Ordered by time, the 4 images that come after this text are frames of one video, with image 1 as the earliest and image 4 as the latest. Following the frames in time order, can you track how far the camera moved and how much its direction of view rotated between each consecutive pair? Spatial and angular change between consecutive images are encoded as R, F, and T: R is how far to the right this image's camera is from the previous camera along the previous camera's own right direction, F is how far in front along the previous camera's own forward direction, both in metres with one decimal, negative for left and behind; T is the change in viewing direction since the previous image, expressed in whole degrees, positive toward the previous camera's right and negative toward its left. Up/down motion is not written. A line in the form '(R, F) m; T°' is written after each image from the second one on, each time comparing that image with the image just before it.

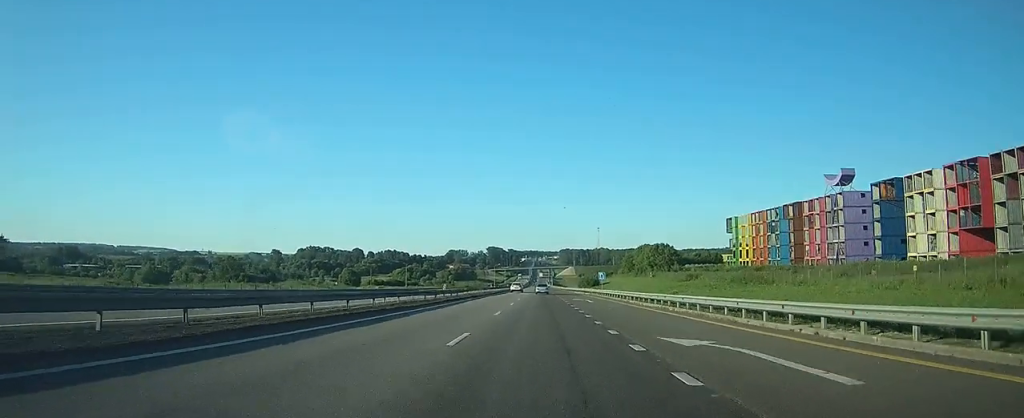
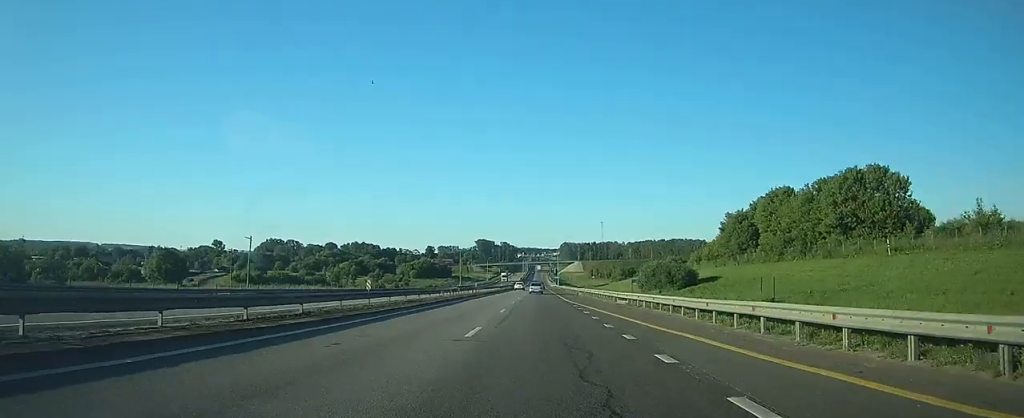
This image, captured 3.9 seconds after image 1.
(-0.2, +118.0) m; 0°
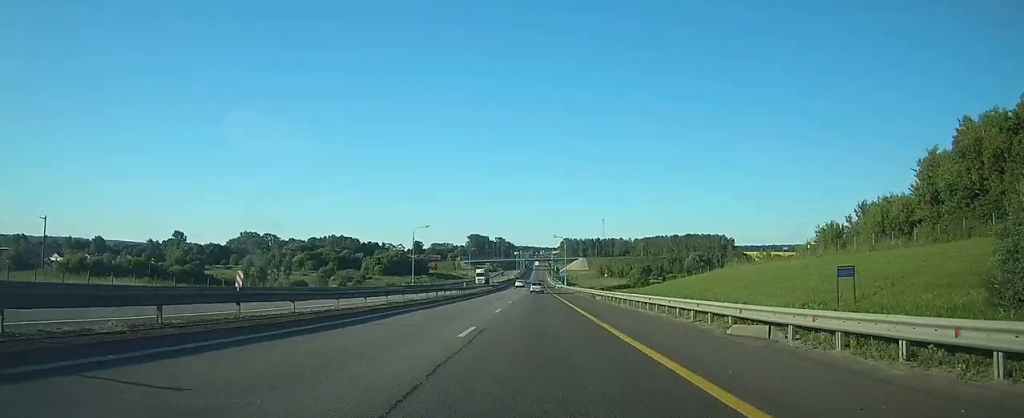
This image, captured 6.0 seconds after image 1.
(0.0, +60.3) m; 0°
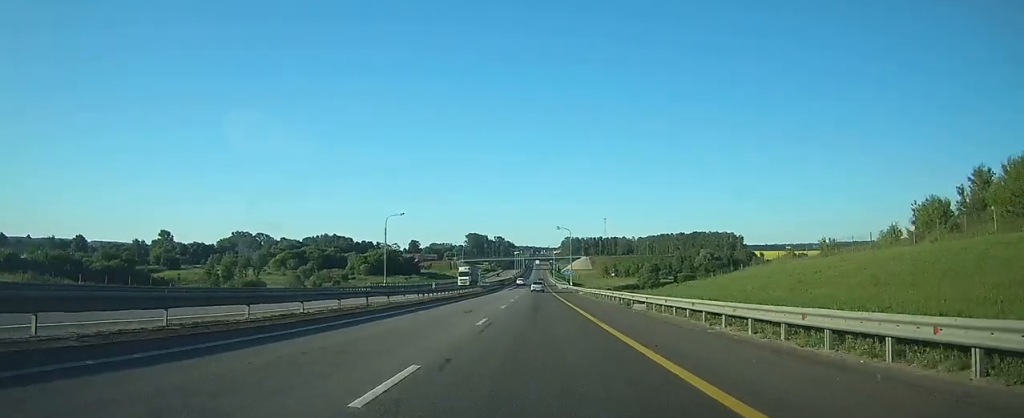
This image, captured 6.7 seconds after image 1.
(0.0, +19.7) m; 0°
